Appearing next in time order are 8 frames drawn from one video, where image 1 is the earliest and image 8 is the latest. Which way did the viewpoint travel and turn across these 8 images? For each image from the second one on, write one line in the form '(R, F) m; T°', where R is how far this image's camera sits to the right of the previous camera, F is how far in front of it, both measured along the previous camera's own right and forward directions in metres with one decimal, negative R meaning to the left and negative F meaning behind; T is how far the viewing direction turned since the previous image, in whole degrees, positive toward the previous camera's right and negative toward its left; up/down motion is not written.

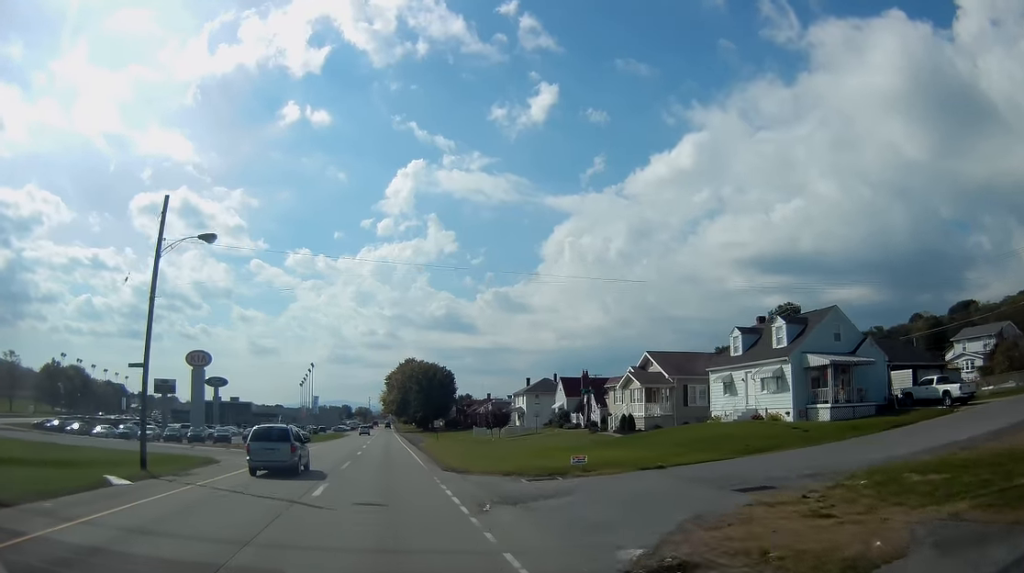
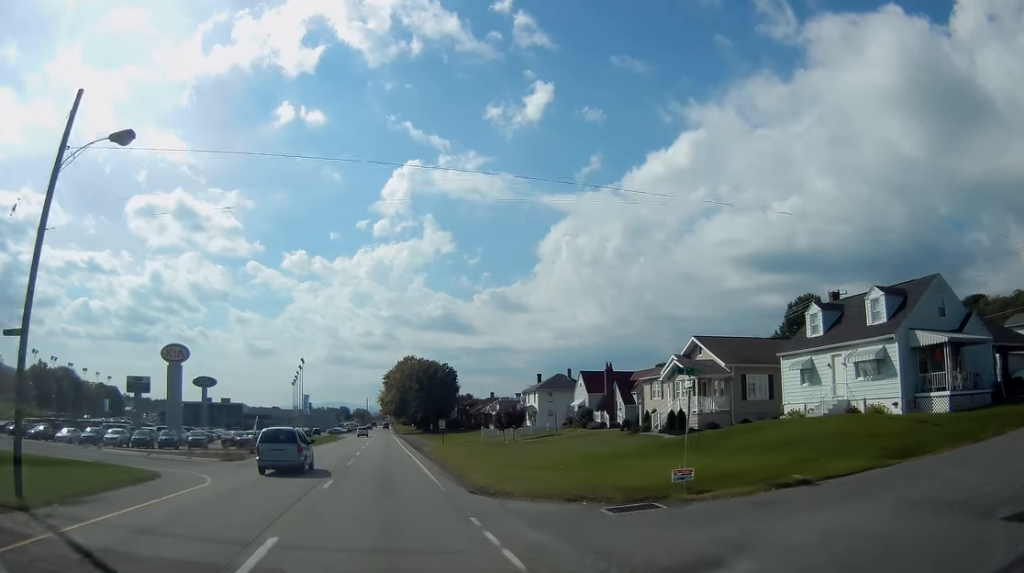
(-0.2, +9.2) m; 0°
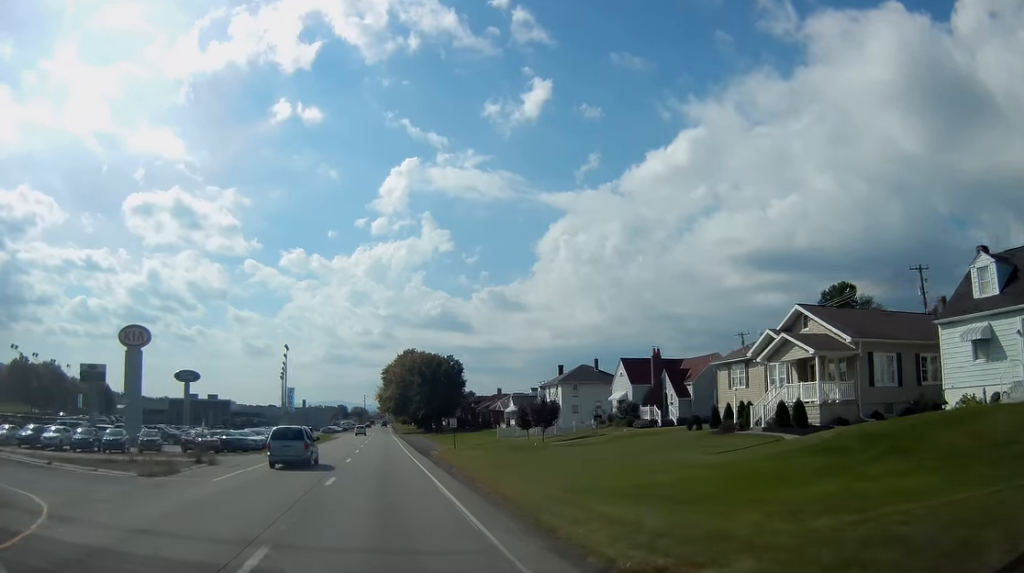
(-0.1, +12.8) m; 0°
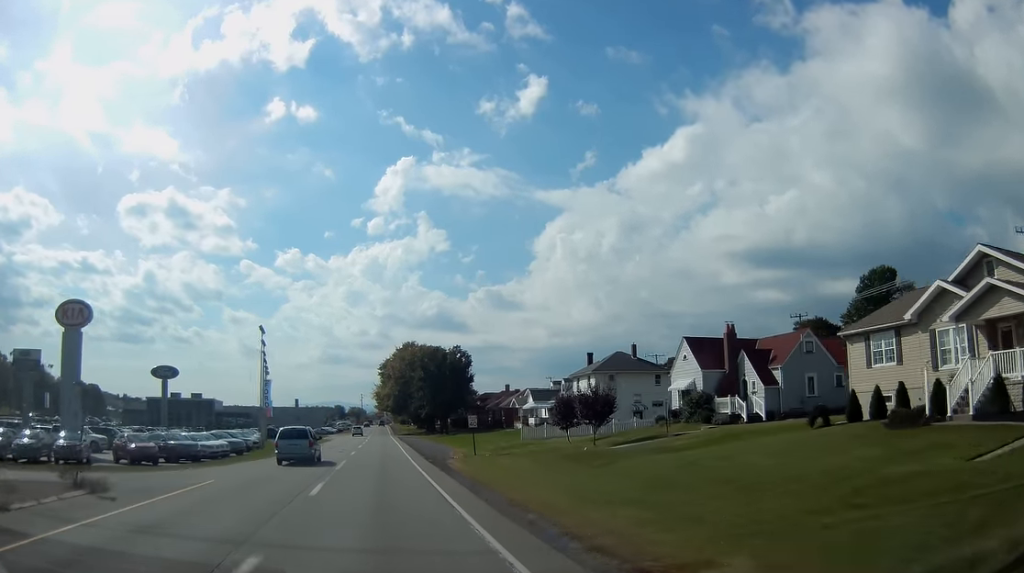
(+0.3, +13.4) m; +1°
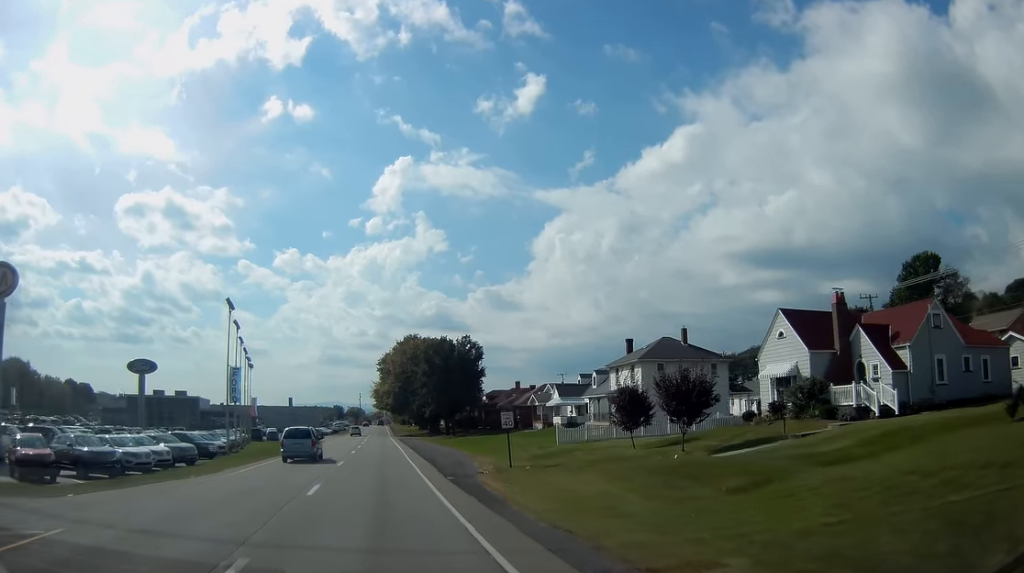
(-0.1, +12.2) m; 0°
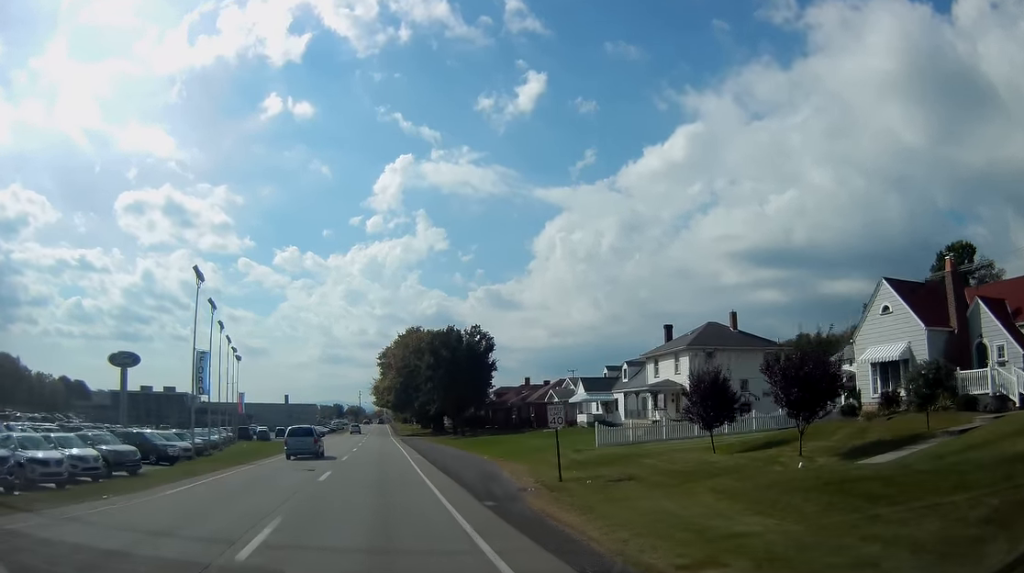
(0.0, +8.6) m; 0°
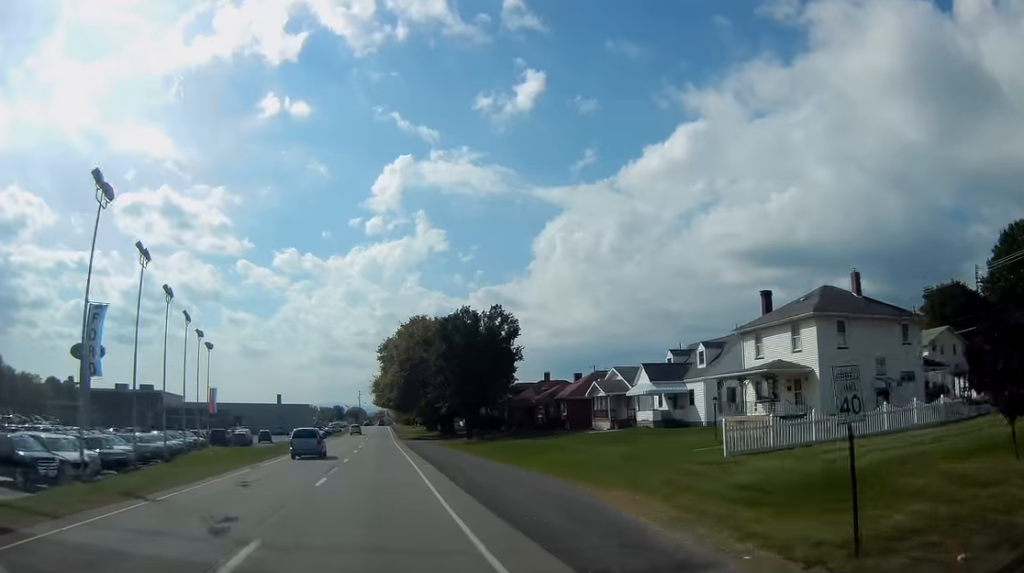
(+0.1, +14.7) m; 0°
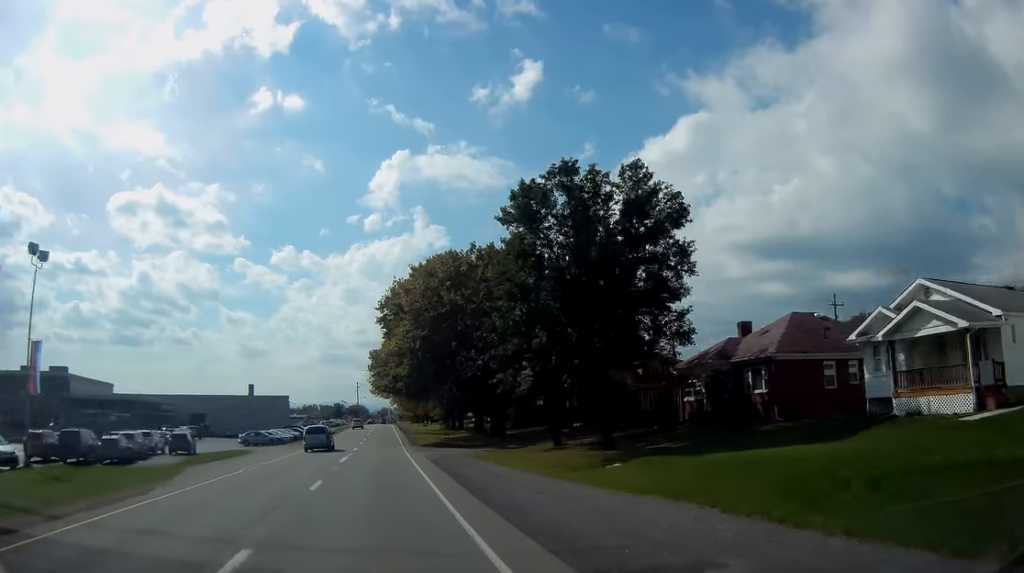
(-0.2, +38.2) m; 0°
